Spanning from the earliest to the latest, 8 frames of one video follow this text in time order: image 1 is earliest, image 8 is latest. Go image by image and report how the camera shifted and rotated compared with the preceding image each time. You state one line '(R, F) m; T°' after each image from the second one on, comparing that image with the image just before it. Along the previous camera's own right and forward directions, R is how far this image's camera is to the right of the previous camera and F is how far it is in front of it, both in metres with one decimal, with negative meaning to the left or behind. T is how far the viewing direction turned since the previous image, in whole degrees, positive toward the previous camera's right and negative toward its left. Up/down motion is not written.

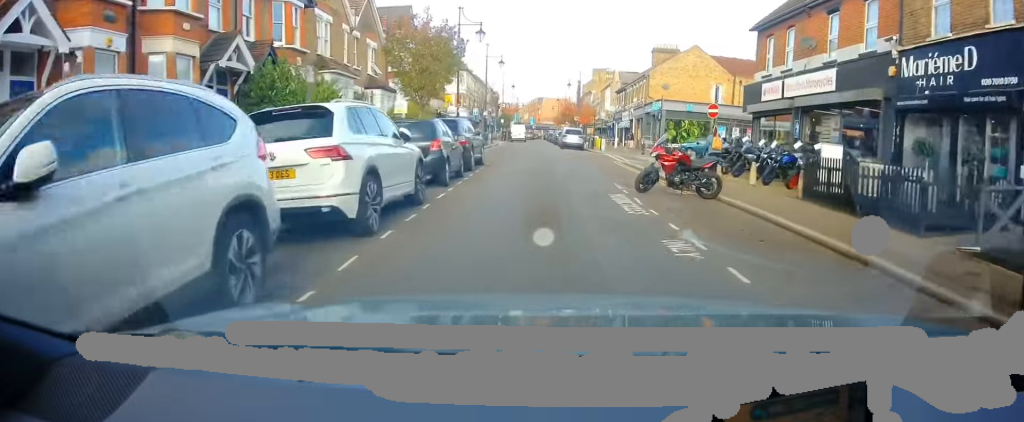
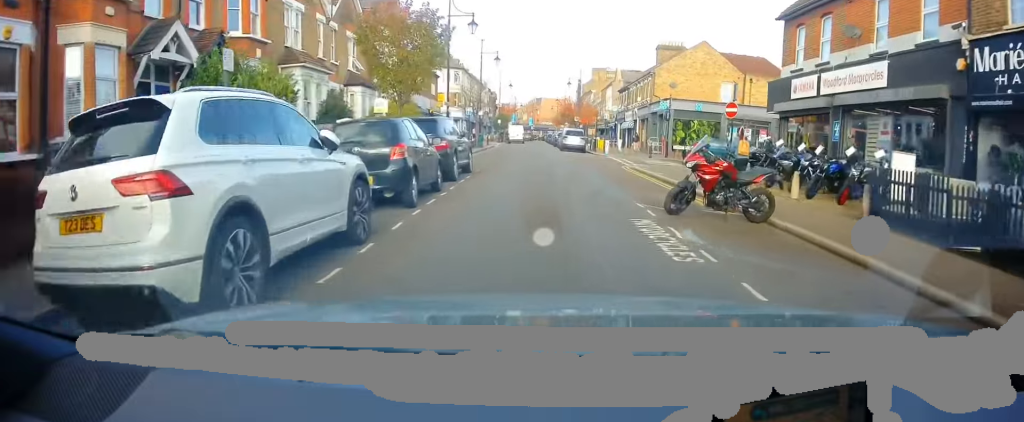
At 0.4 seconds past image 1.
(0.0, +3.1) m; +1°
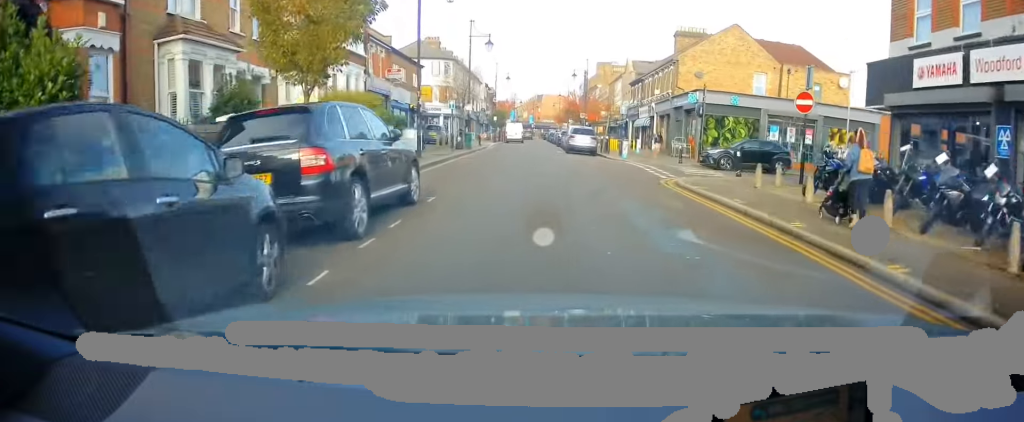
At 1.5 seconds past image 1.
(+0.2, +7.7) m; +2°
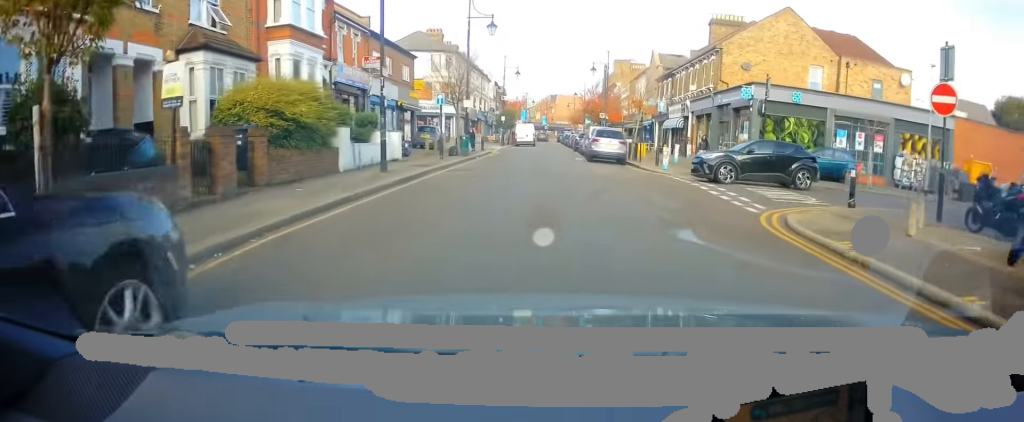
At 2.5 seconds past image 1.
(0.0, +7.2) m; 0°
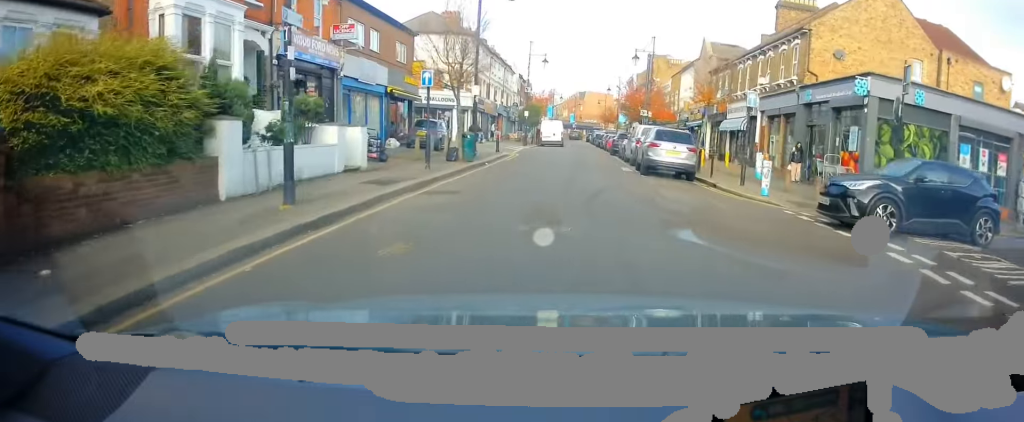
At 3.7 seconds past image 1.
(0.0, +8.2) m; -3°
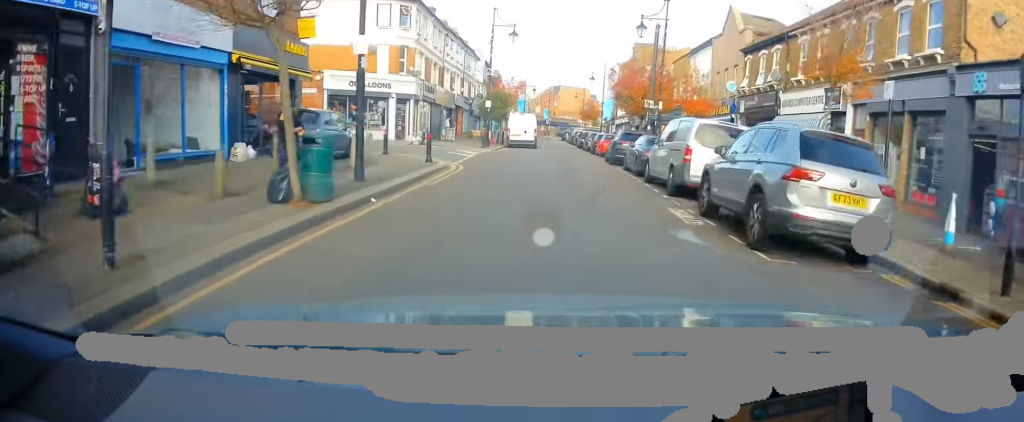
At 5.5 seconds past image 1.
(-0.6, +11.8) m; 0°
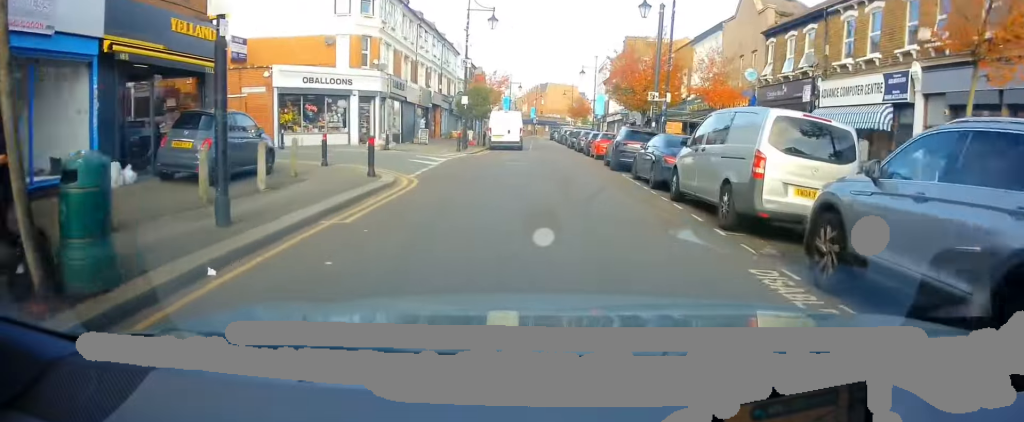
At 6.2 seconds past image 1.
(+0.3, +4.8) m; +3°
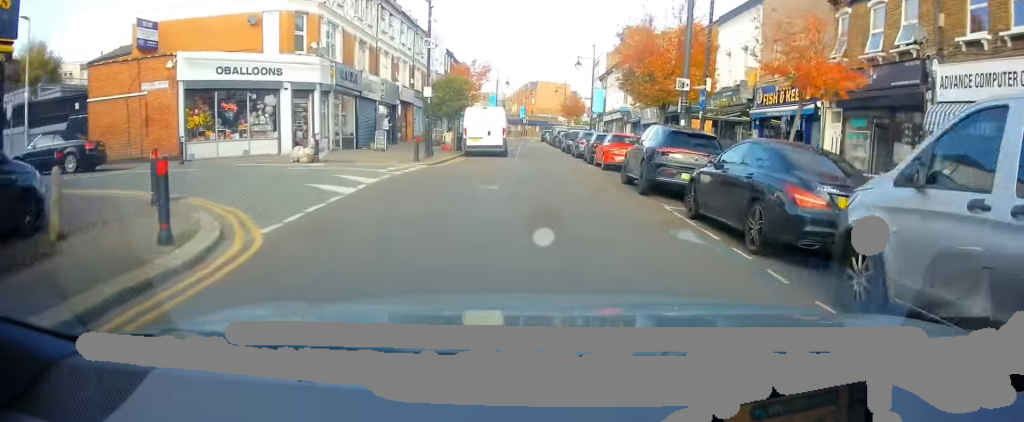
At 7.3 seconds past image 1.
(0.0, +7.4) m; 0°
